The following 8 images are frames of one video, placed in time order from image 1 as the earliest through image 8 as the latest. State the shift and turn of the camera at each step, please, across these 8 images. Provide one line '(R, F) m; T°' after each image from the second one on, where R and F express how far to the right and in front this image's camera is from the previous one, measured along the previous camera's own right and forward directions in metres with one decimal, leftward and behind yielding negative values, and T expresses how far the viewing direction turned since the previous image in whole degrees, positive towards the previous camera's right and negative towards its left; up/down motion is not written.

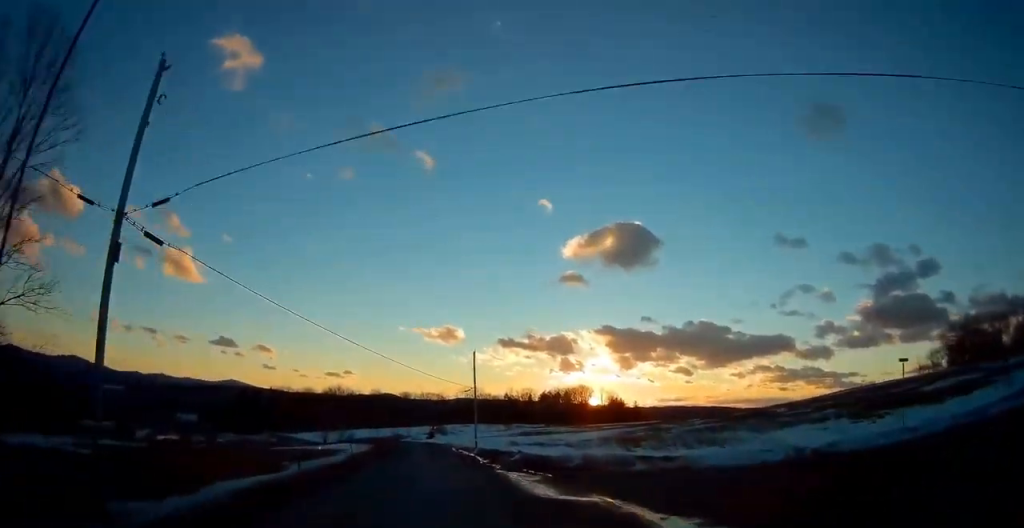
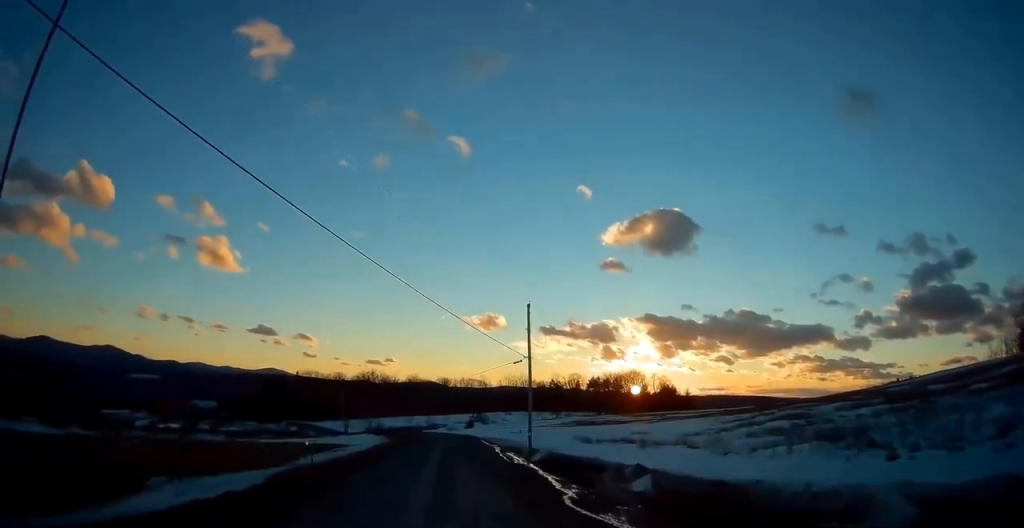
(-0.5, +21.3) m; -4°
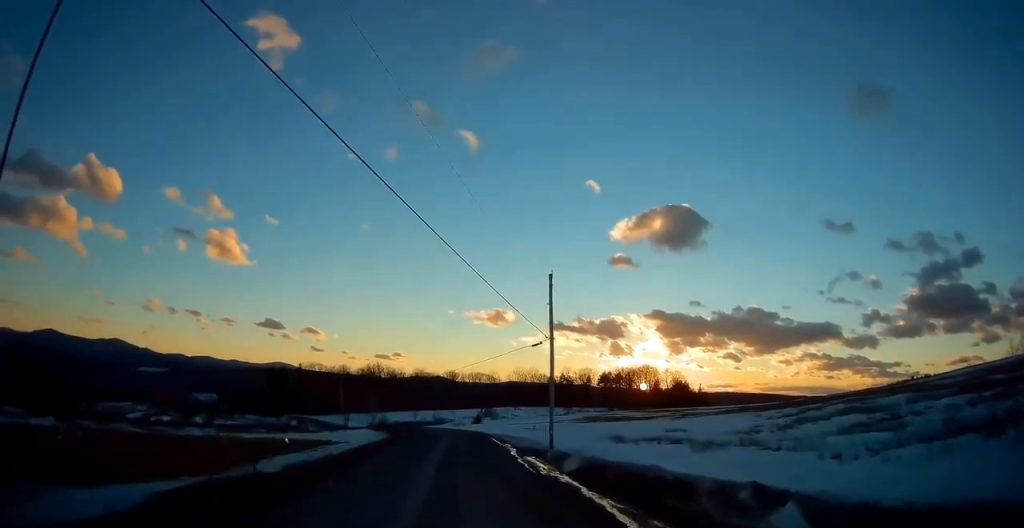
(-0.5, +8.0) m; -1°
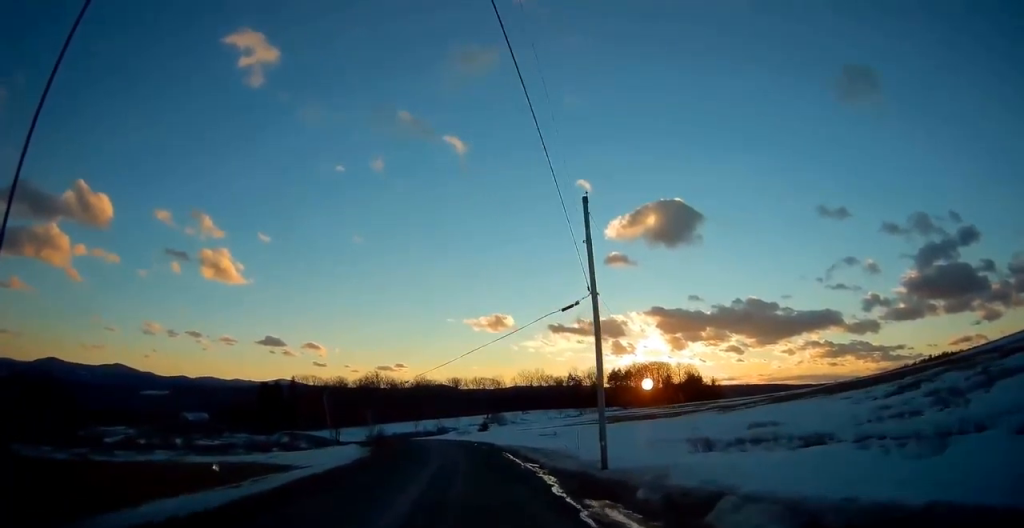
(+0.2, +13.9) m; -1°
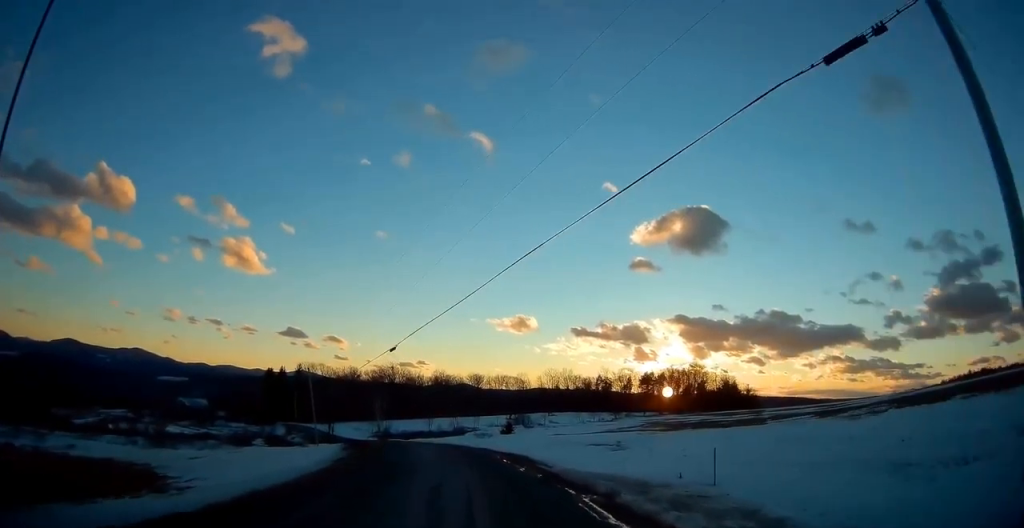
(-0.6, +19.3) m; -4°
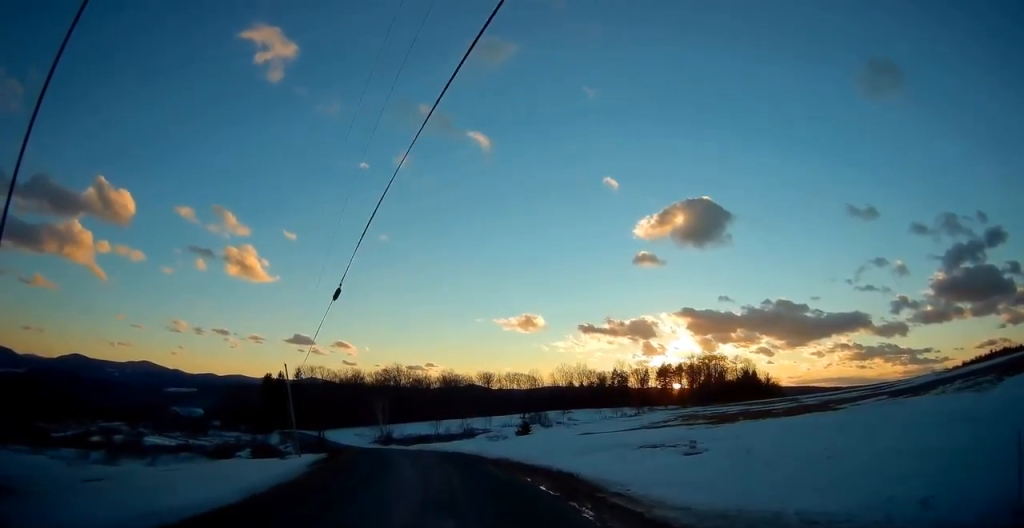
(-0.2, +12.4) m; 0°
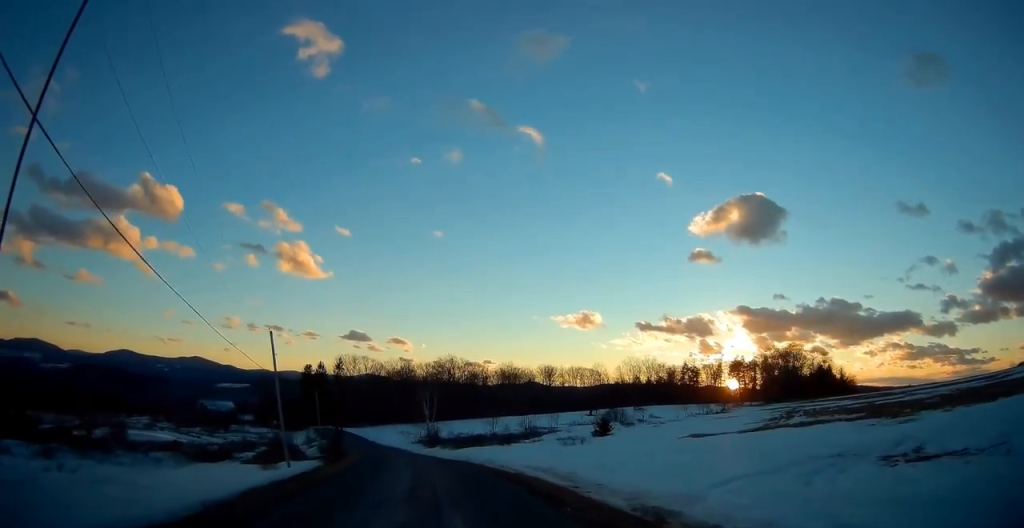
(-0.3, +19.7) m; -5°
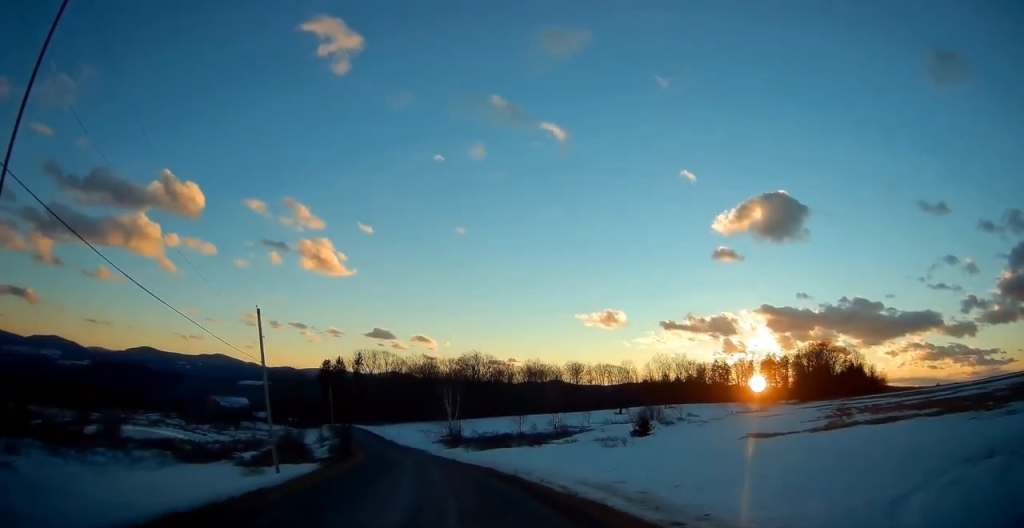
(-0.3, +7.5) m; -3°
